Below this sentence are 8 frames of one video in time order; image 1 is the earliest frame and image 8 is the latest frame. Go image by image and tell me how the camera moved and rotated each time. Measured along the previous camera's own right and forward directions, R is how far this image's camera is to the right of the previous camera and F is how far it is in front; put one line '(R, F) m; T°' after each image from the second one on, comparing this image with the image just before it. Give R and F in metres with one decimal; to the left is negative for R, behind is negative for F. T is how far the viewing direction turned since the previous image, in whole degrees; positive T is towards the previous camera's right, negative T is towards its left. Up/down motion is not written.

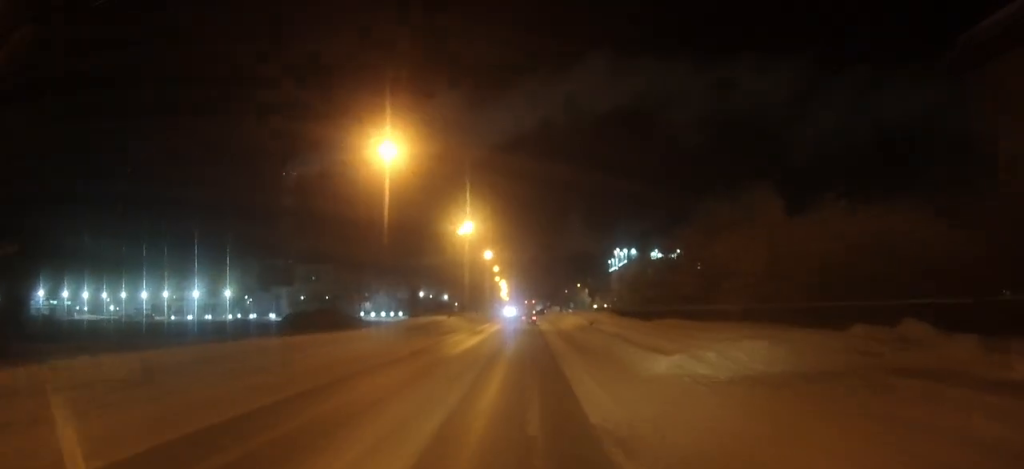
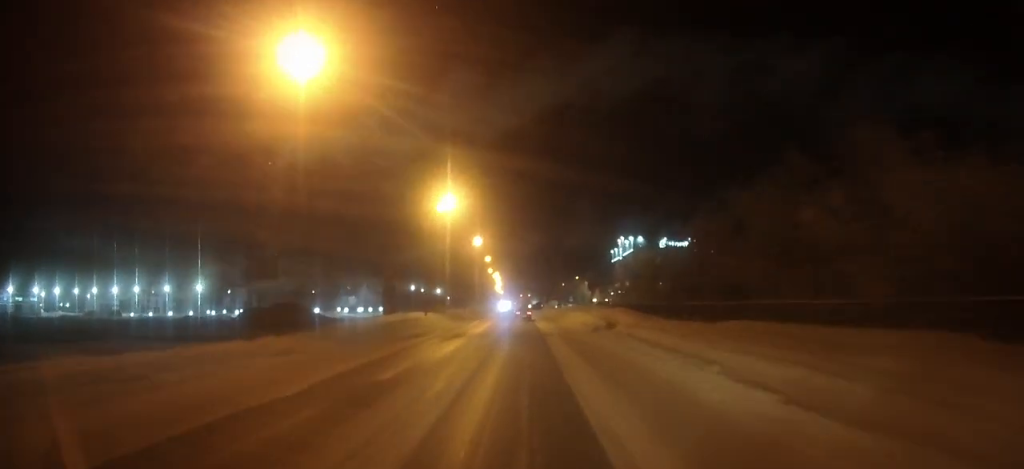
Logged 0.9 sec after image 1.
(0.0, +12.5) m; 0°
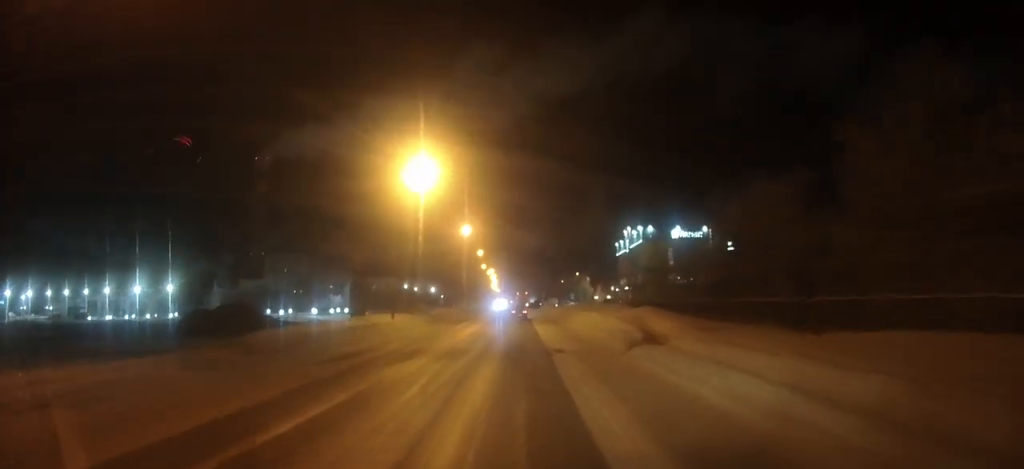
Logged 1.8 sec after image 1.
(+0.1, +12.1) m; 0°
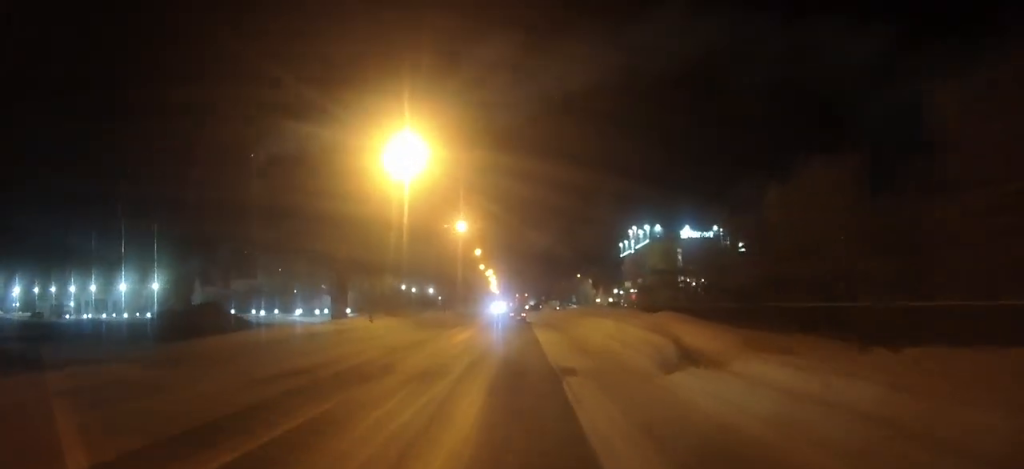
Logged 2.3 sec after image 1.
(0.0, +5.8) m; 0°
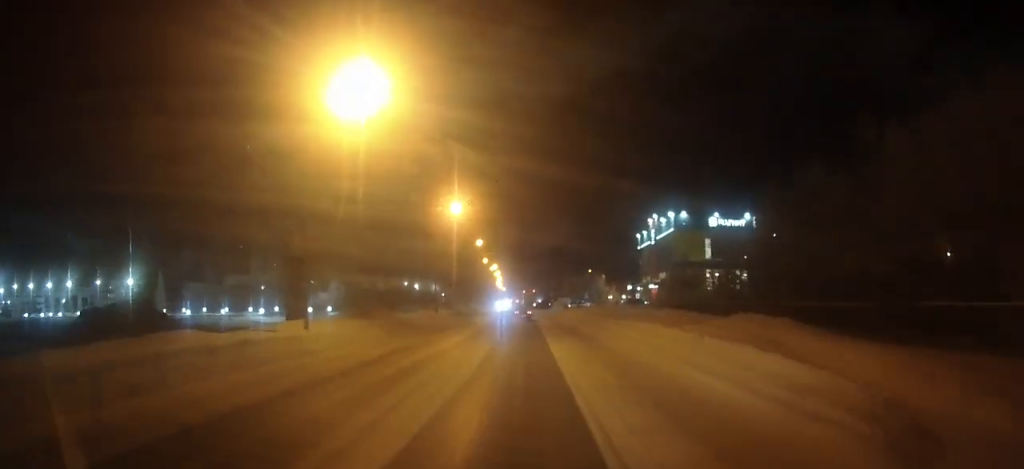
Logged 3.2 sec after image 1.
(-0.1, +11.9) m; 0°
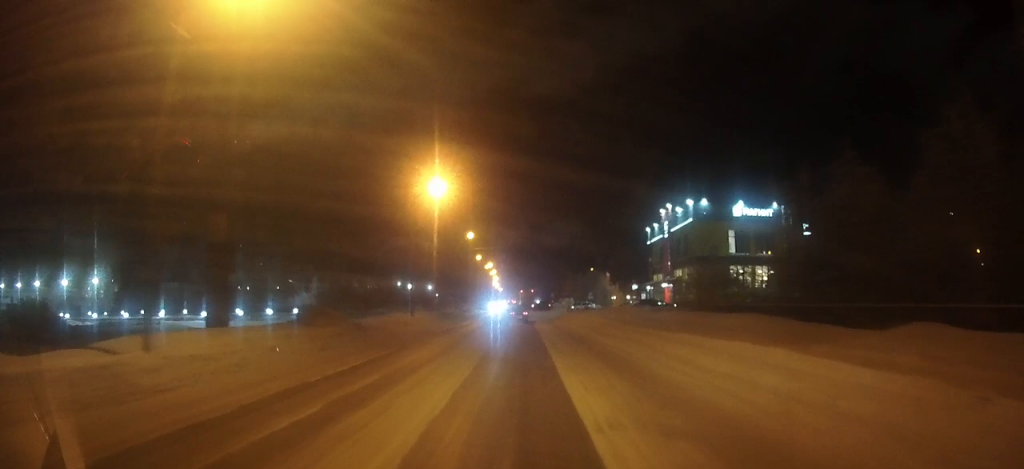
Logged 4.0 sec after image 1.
(0.0, +11.2) m; 0°
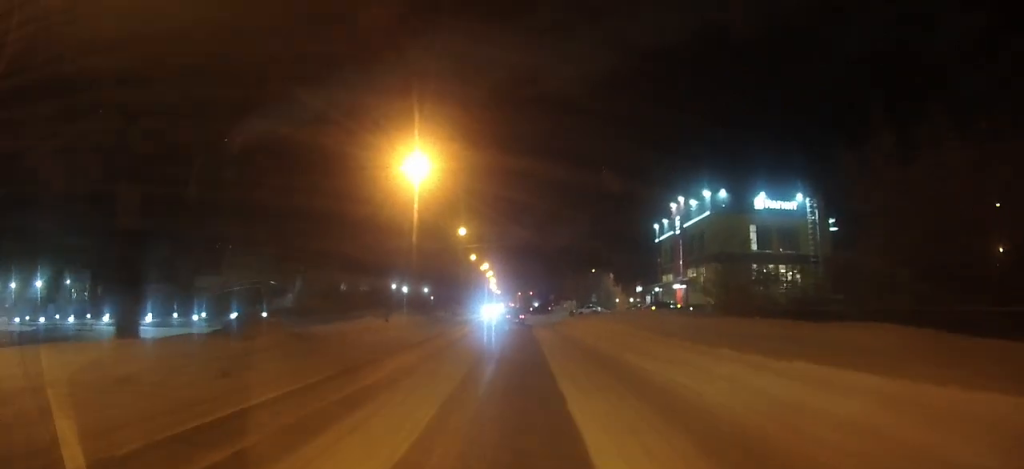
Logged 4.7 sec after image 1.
(0.0, +8.1) m; 0°
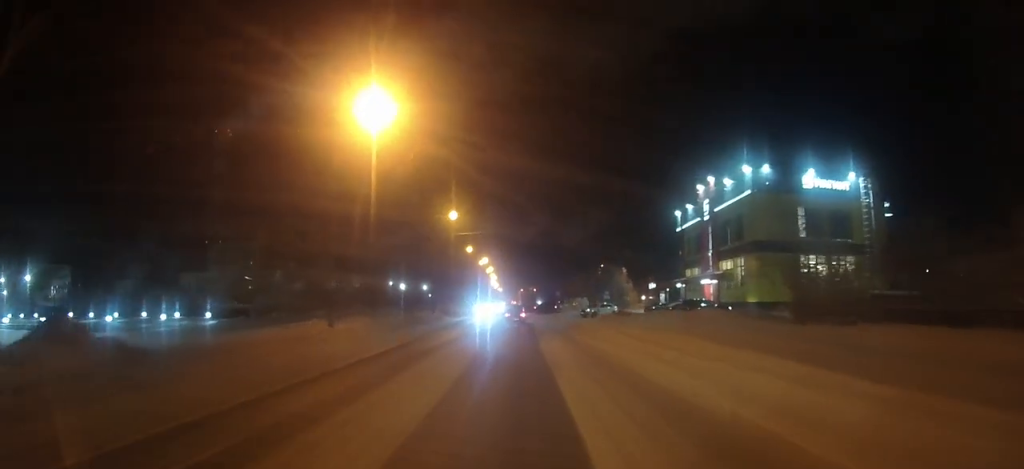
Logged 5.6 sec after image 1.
(0.0, +12.0) m; 0°
